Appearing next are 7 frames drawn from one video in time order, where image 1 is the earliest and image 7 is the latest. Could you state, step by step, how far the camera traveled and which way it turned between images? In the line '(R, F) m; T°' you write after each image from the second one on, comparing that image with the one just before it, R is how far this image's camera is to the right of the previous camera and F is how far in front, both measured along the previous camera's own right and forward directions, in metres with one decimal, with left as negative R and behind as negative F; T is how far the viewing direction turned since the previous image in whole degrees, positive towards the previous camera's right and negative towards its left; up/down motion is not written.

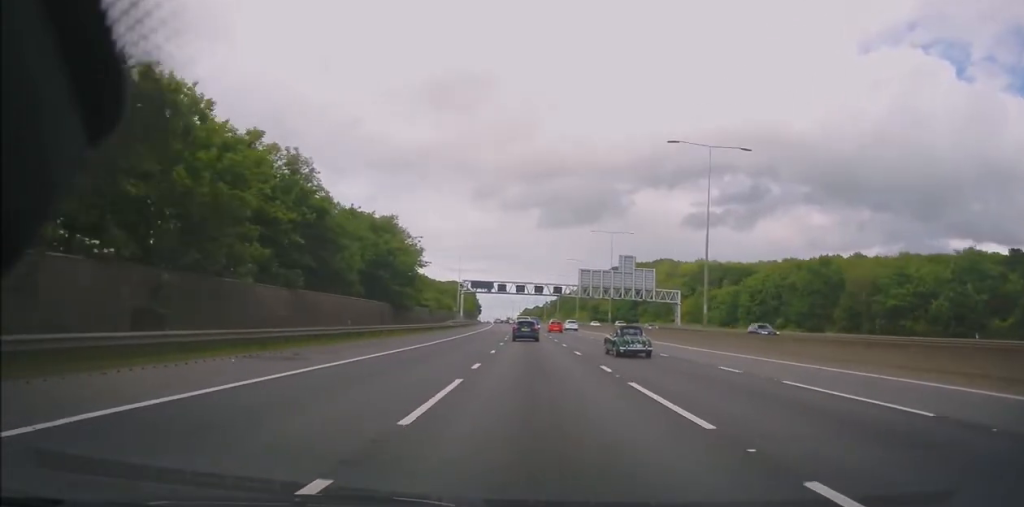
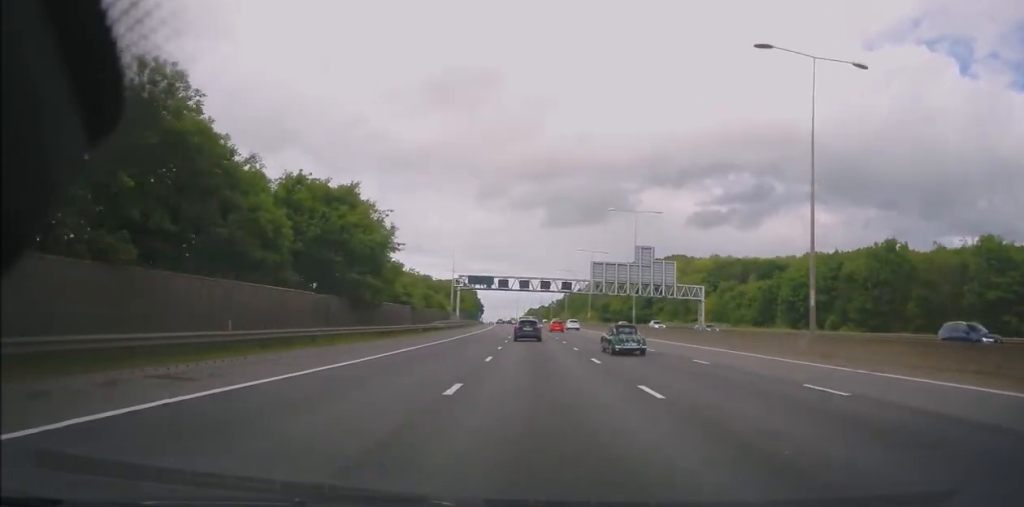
(-0.1, +14.8) m; 0°
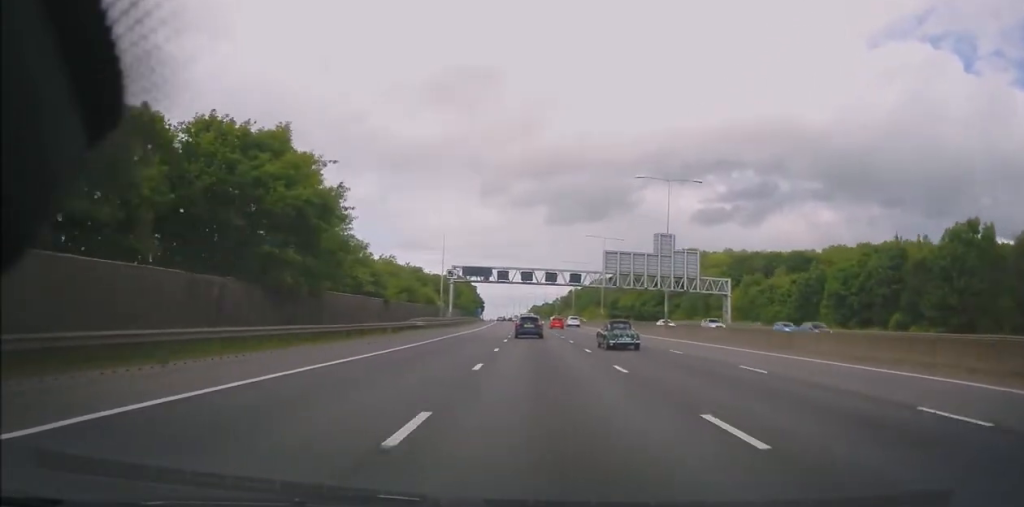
(0.0, +14.0) m; 0°
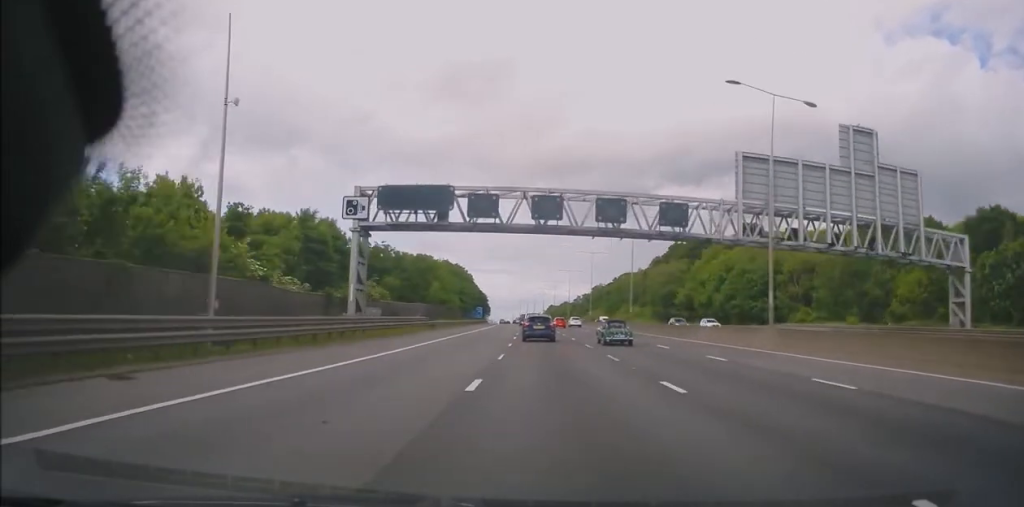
(-0.6, +59.0) m; -2°
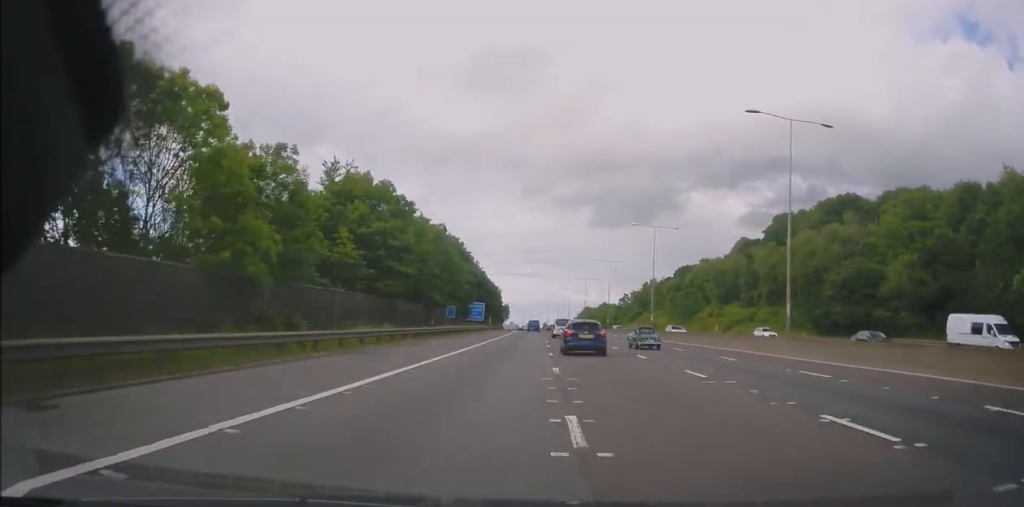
(-1.3, +75.2) m; -3°
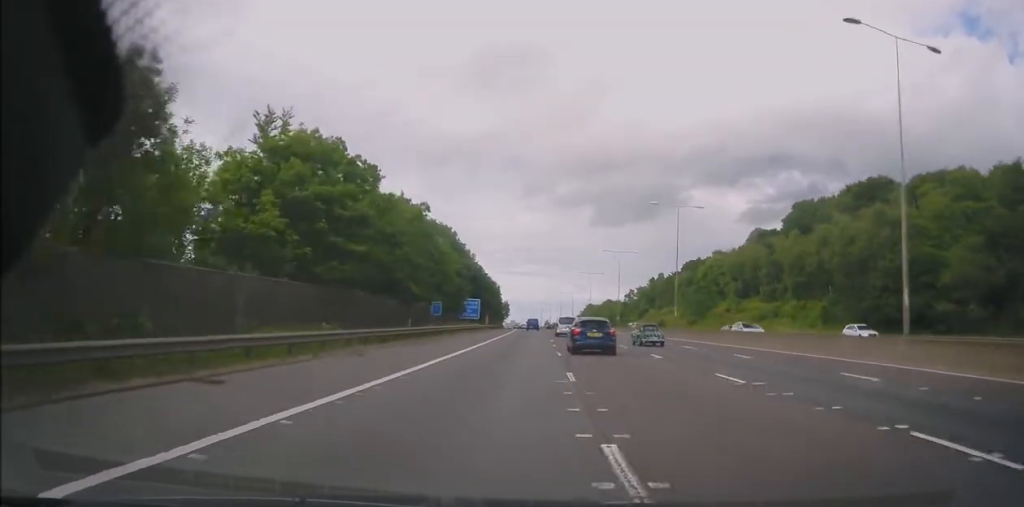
(-0.1, +11.1) m; 0°
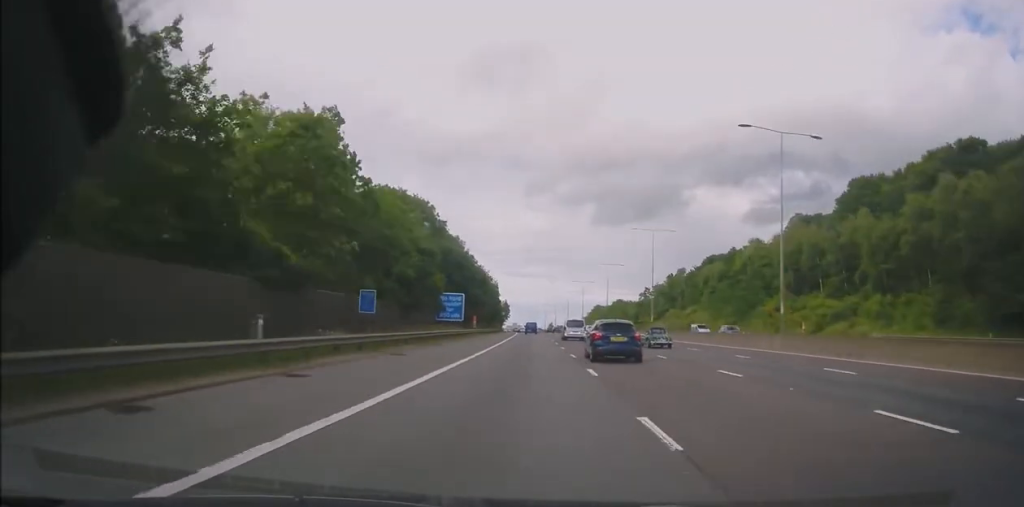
(-0.1, +25.1) m; 0°
